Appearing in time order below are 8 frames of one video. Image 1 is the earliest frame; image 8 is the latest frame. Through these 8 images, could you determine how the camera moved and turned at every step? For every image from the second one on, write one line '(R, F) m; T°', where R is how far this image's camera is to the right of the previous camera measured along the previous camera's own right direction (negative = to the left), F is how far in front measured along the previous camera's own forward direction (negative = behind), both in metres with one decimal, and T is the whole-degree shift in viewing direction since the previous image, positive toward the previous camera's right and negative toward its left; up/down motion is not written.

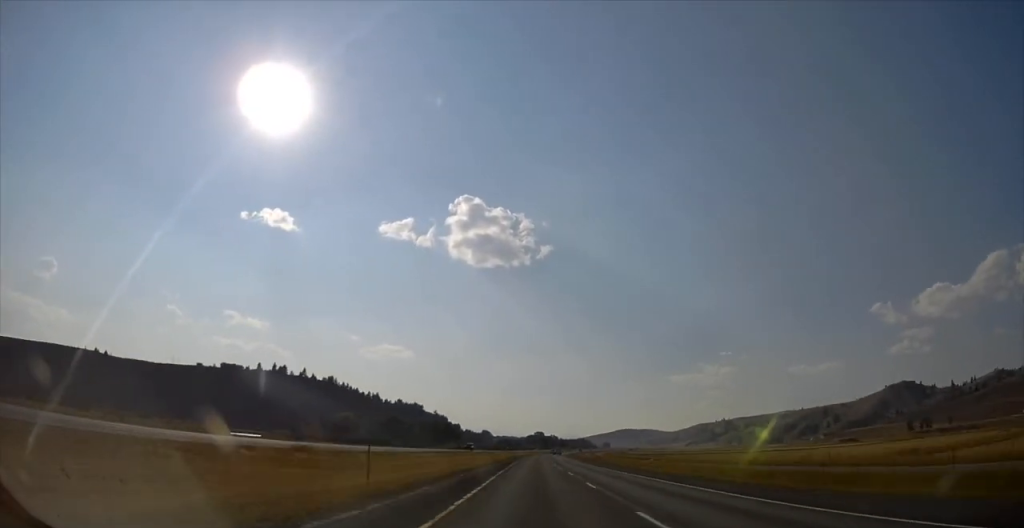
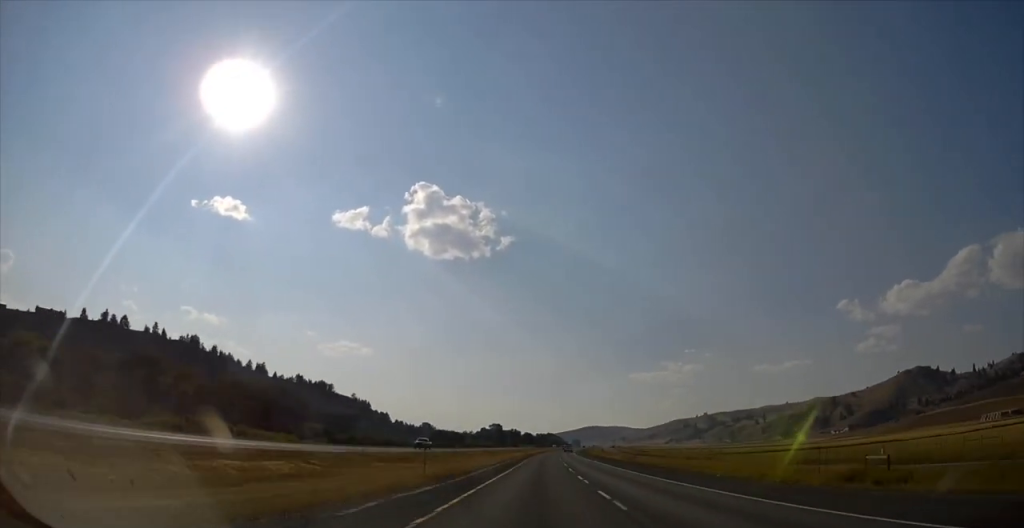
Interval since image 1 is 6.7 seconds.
(+4.0, +262.2) m; +3°
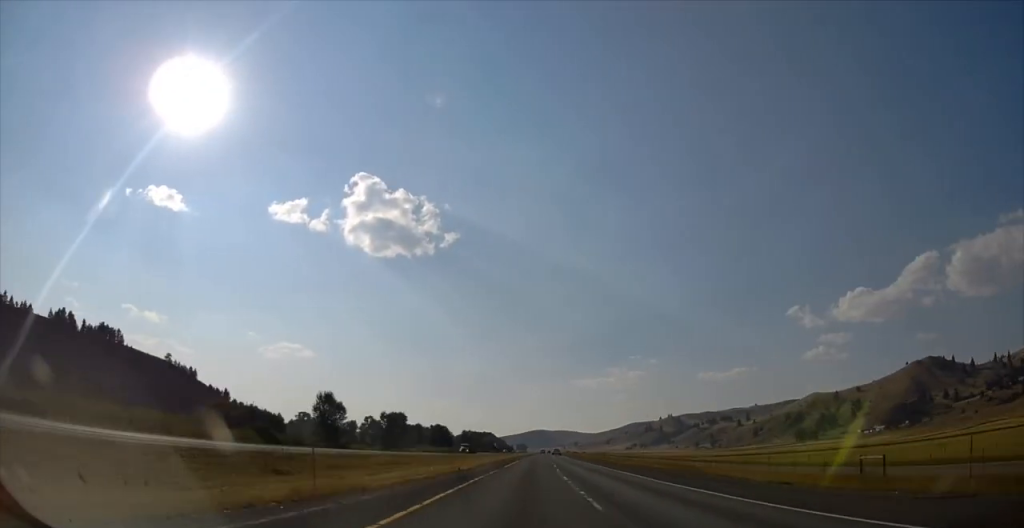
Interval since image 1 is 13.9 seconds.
(+11.6, +281.5) m; +3°
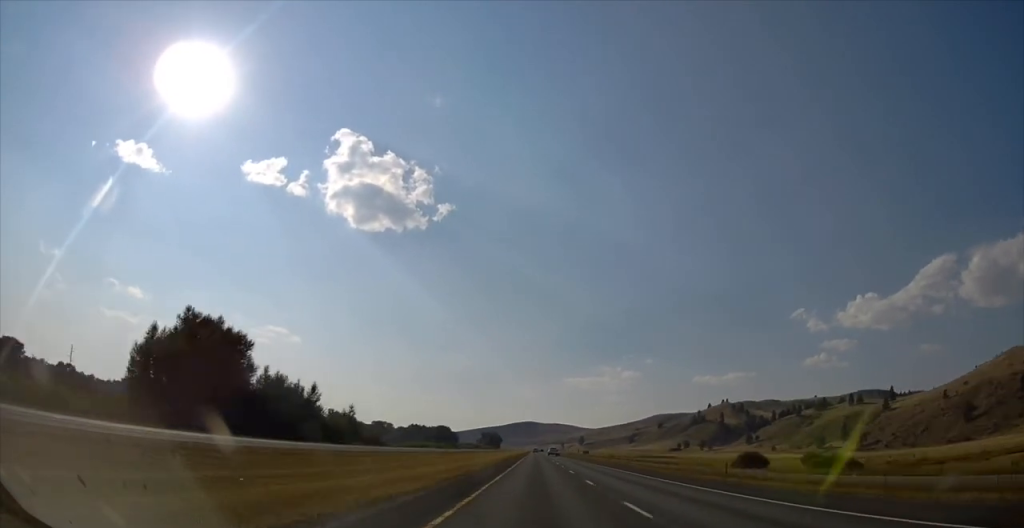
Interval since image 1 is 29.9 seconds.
(+9.8, +630.4) m; +1°
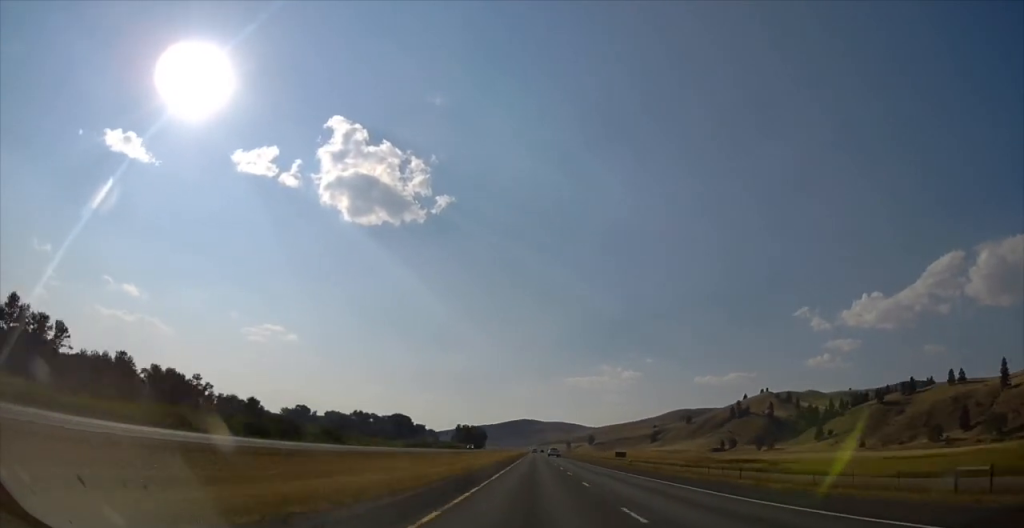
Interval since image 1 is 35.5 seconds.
(+0.4, +221.1) m; 0°
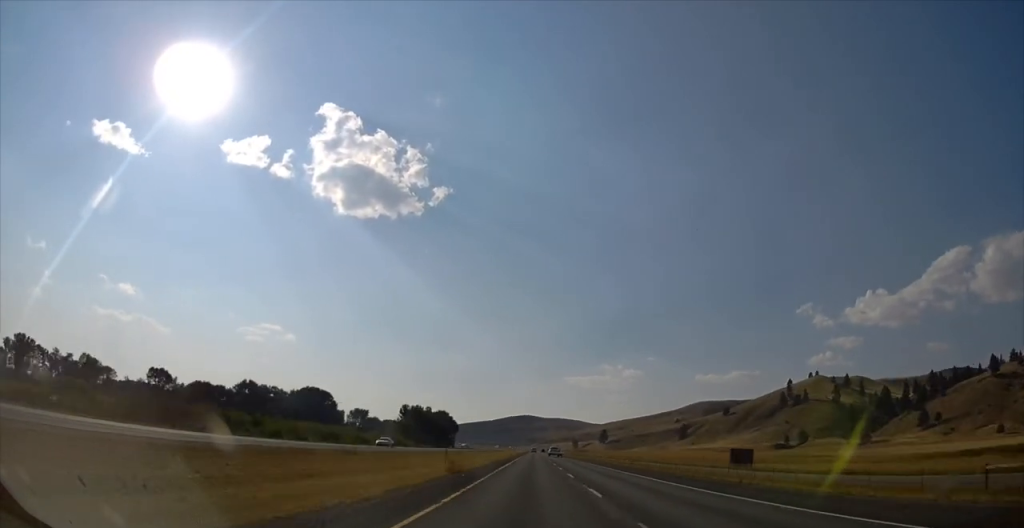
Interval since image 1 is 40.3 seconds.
(0.0, +189.9) m; 0°
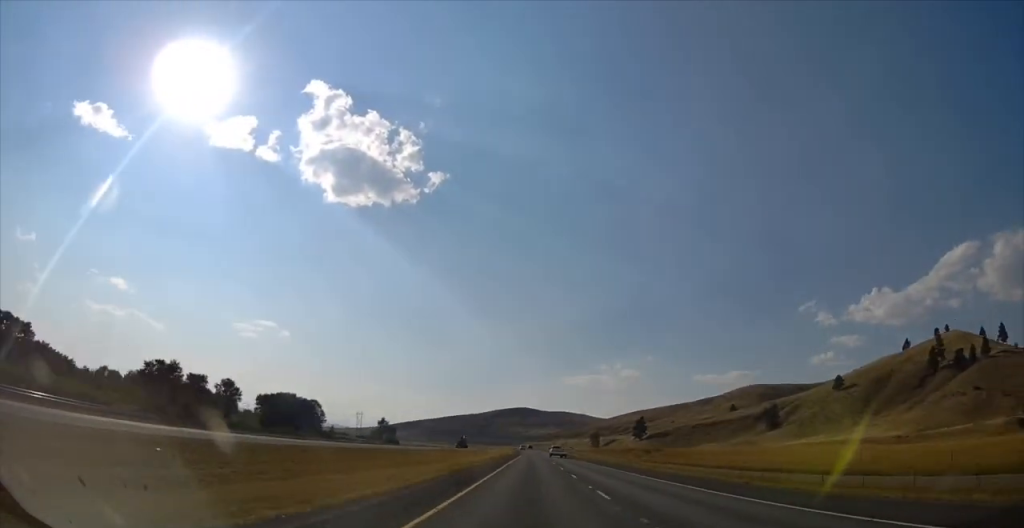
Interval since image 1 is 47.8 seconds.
(-1.9, +295.0) m; -4°
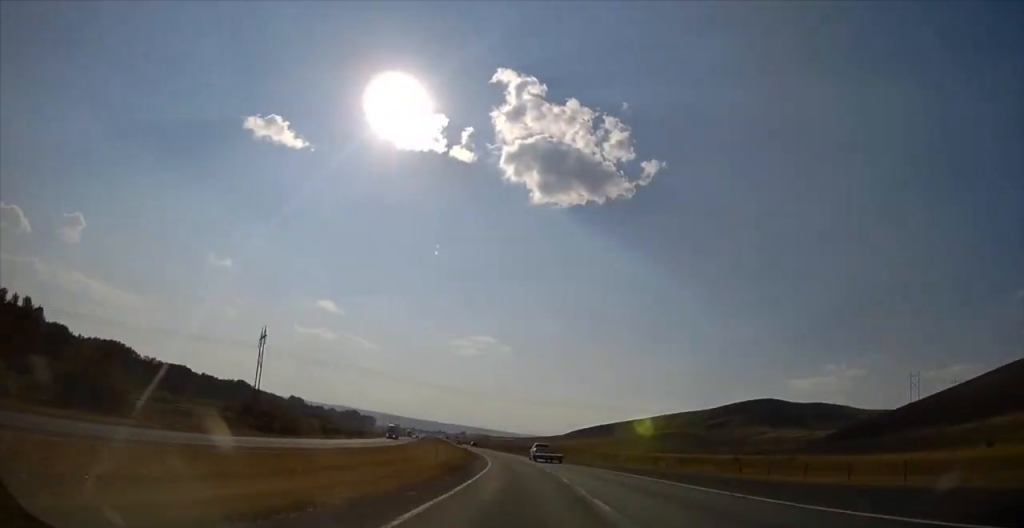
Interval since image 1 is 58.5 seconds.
(-54.1, +405.5) m; -16°
